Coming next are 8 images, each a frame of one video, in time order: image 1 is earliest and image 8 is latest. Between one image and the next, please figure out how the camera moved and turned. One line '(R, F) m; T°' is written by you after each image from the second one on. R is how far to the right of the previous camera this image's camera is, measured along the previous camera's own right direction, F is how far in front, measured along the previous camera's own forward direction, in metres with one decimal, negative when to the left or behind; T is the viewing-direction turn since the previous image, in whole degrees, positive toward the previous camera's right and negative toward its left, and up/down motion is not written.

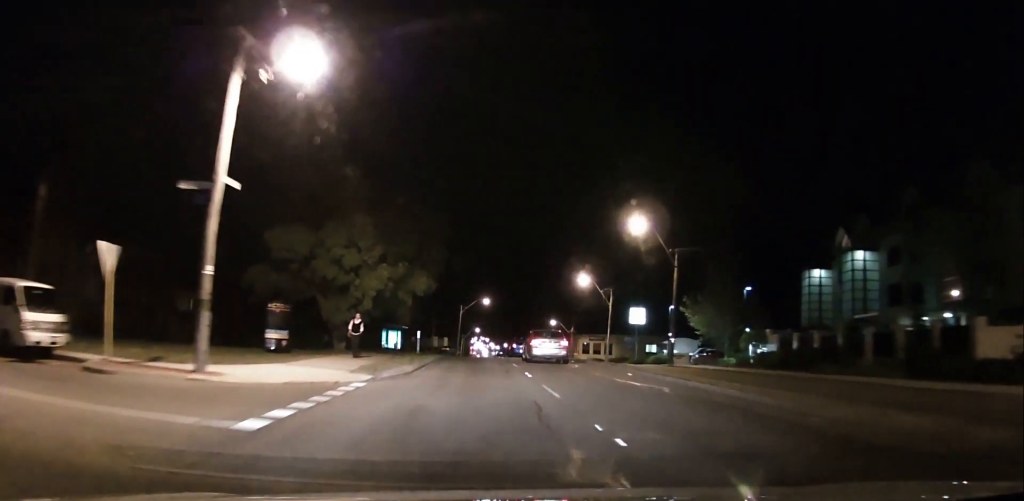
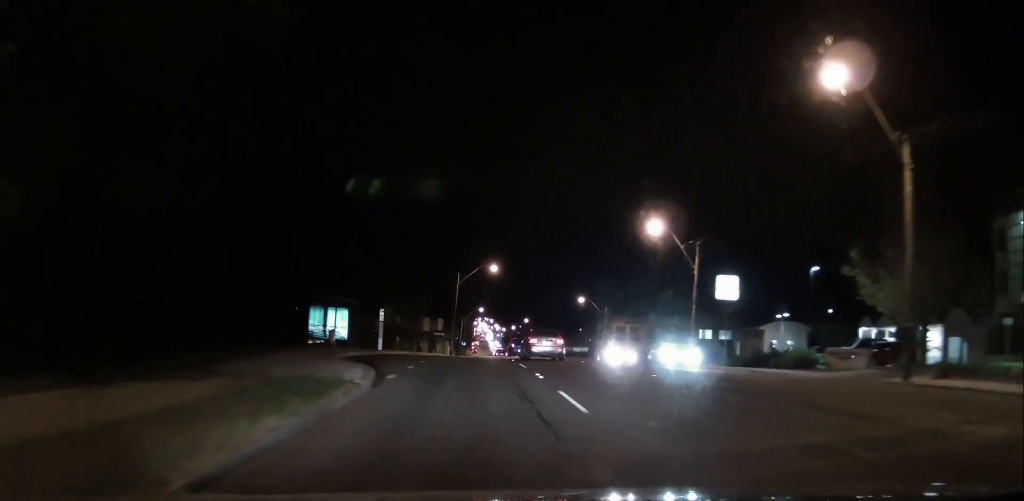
(0.0, +28.0) m; +1°
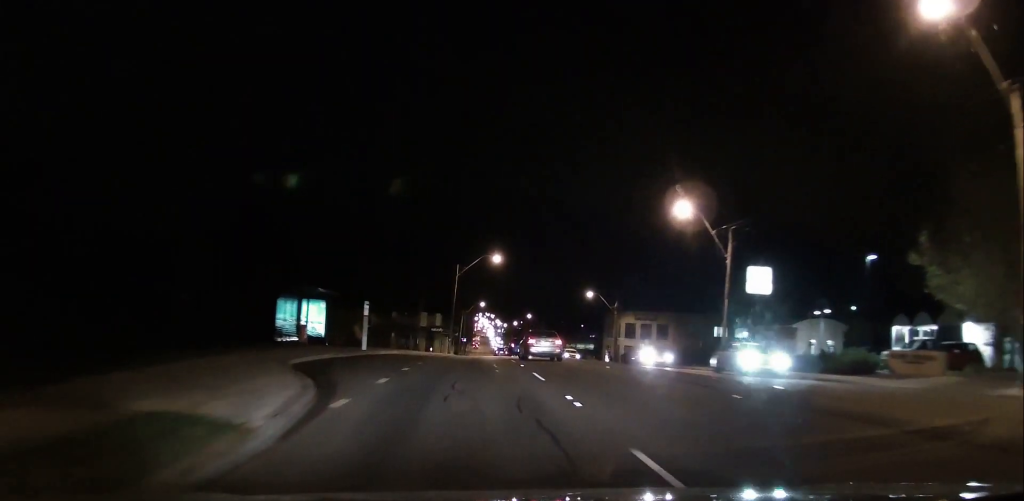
(+0.2, +5.9) m; 0°
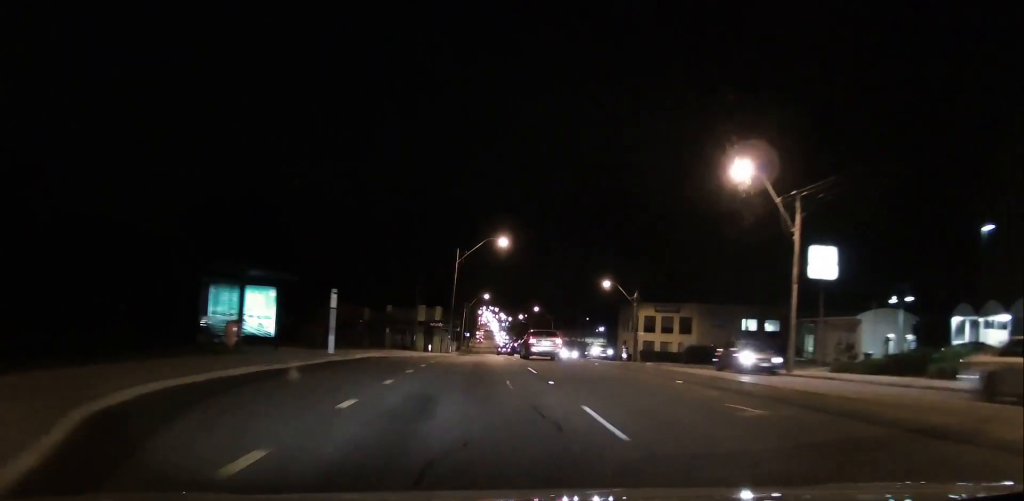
(-0.2, +8.6) m; -1°
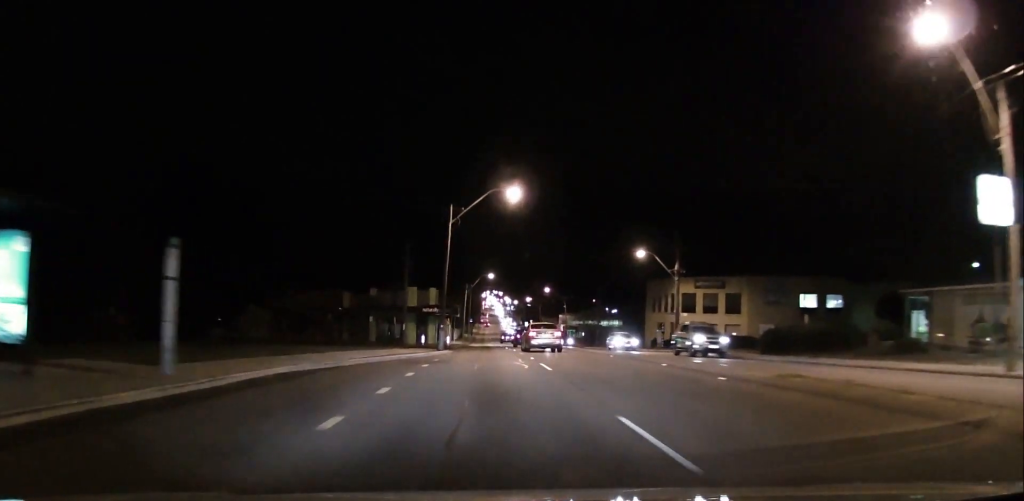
(-0.2, +14.5) m; -2°
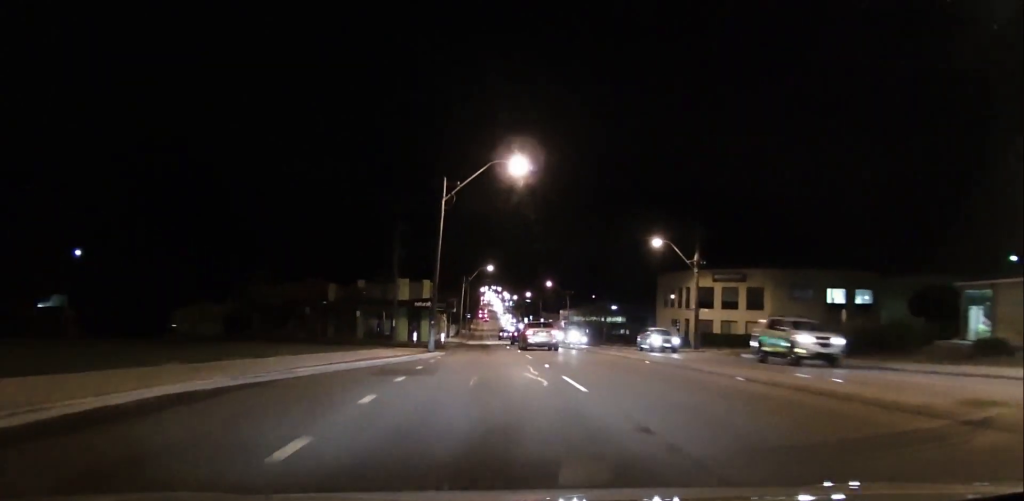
(0.0, +5.9) m; 0°
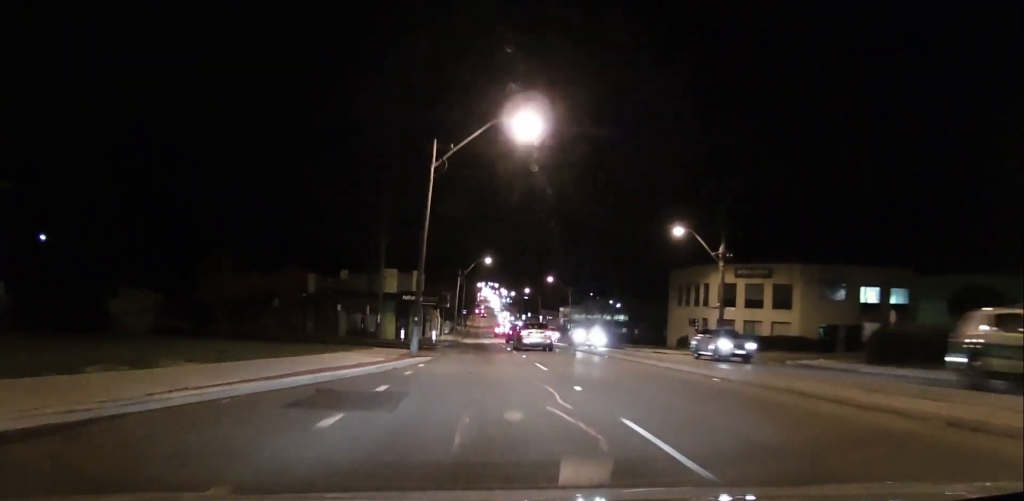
(-0.1, +6.4) m; 0°
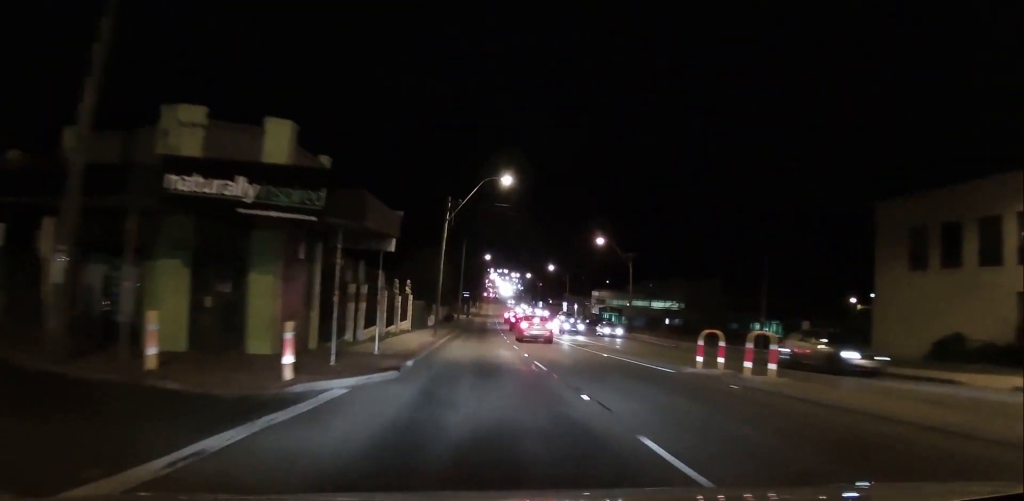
(+0.7, +38.0) m; +2°
